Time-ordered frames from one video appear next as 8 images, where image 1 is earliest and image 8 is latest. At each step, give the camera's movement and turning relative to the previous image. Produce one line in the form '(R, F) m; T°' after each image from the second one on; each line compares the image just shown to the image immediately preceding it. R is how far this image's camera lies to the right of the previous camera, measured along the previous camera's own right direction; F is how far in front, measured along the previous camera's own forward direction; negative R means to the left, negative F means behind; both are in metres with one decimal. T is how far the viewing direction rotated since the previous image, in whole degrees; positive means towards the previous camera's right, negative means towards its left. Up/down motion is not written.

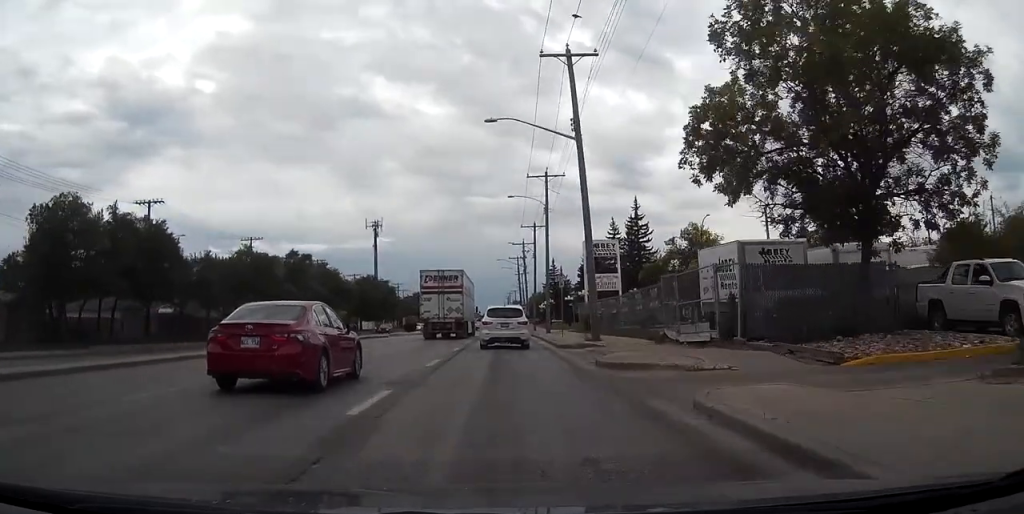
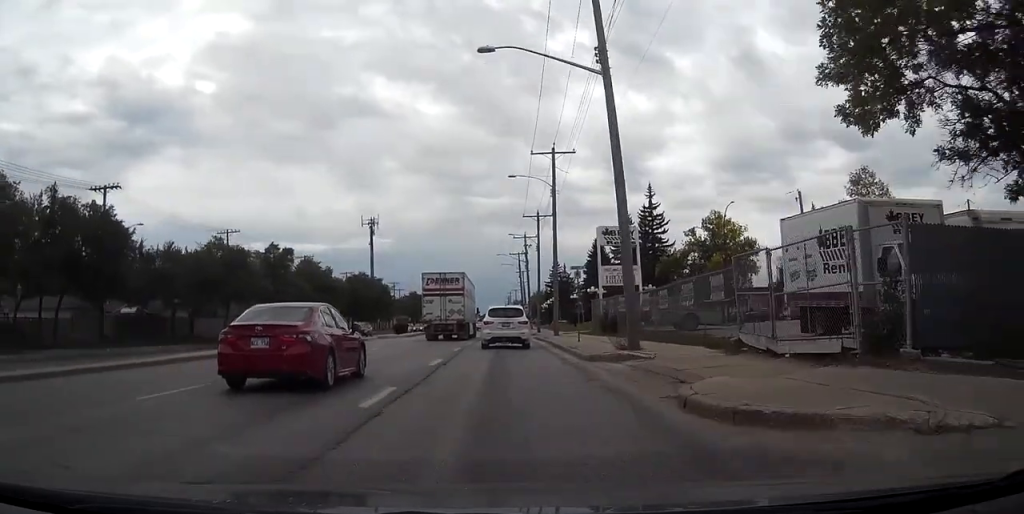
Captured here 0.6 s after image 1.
(0.0, +8.1) m; 0°
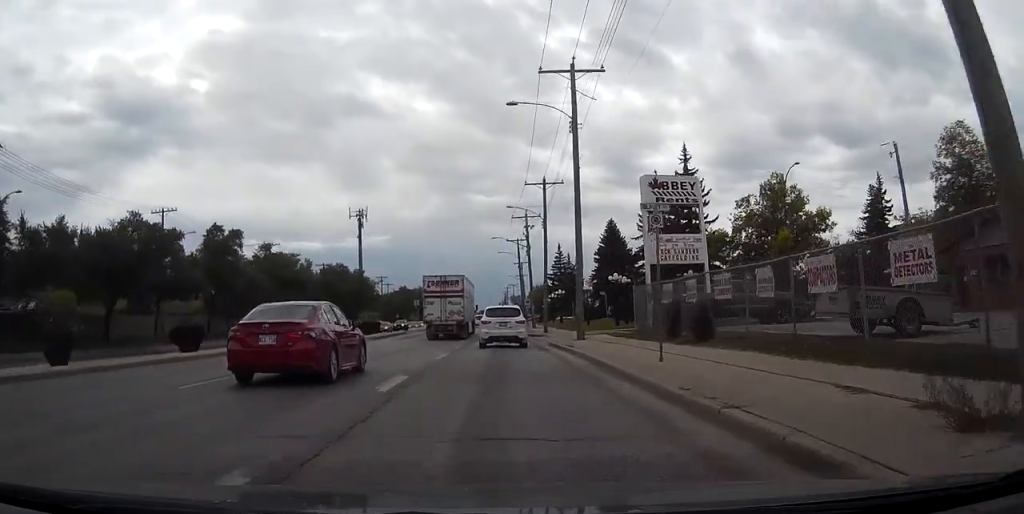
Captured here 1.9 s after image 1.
(-0.1, +16.3) m; 0°
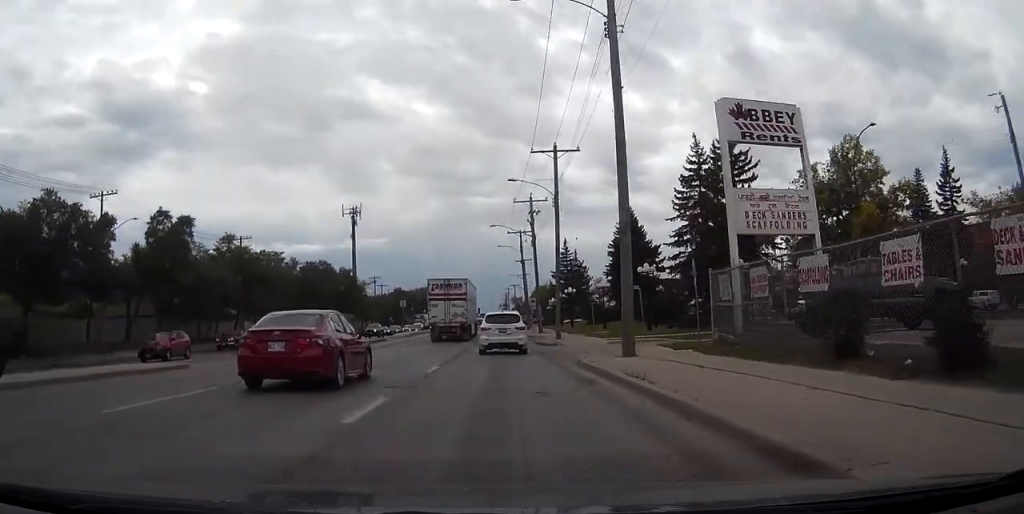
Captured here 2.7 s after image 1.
(0.0, +11.6) m; 0°
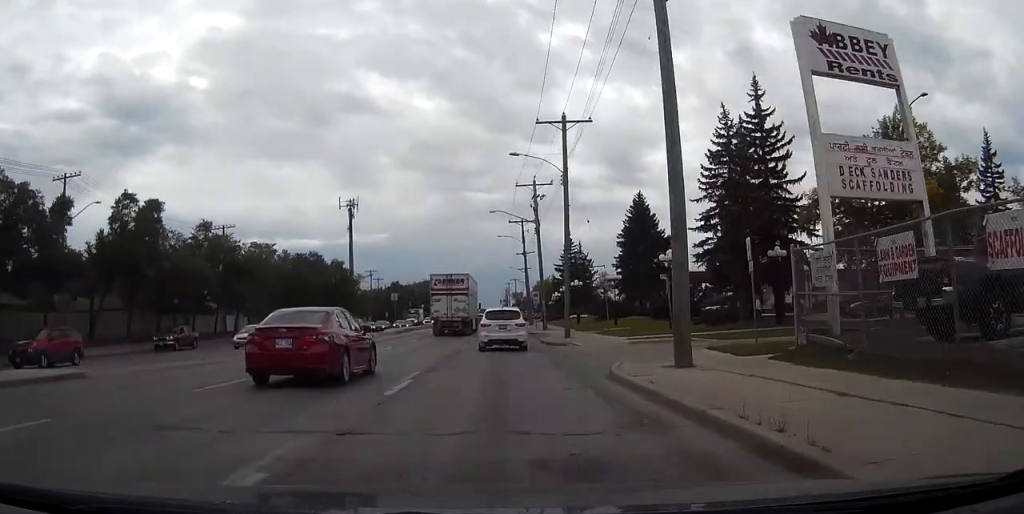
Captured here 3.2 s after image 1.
(0.0, +5.9) m; 0°
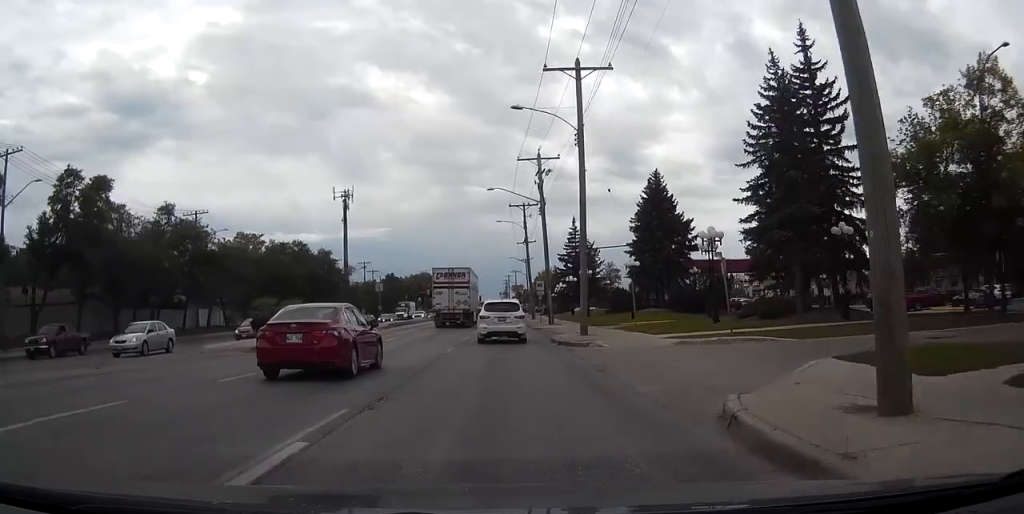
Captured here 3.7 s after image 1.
(0.0, +7.7) m; 0°
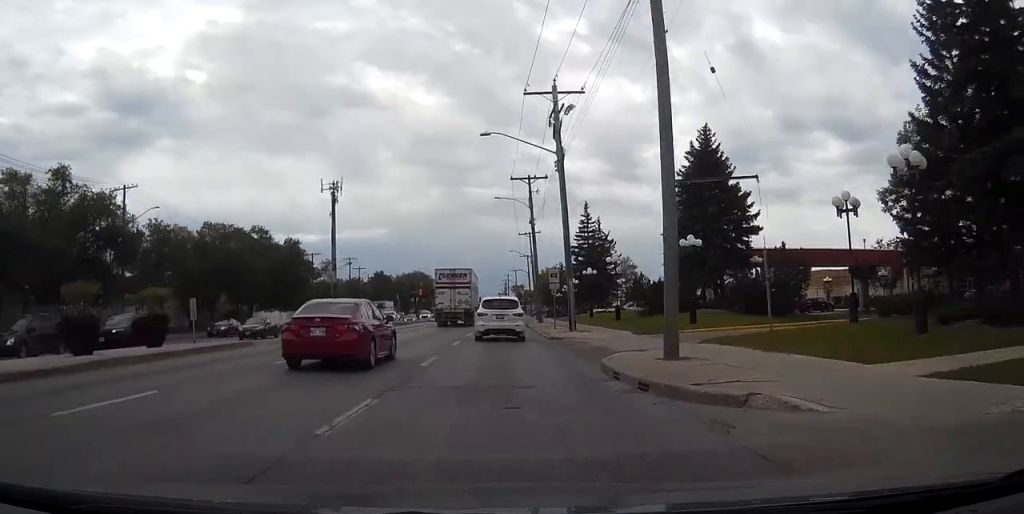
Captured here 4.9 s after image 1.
(-0.1, +15.5) m; 0°
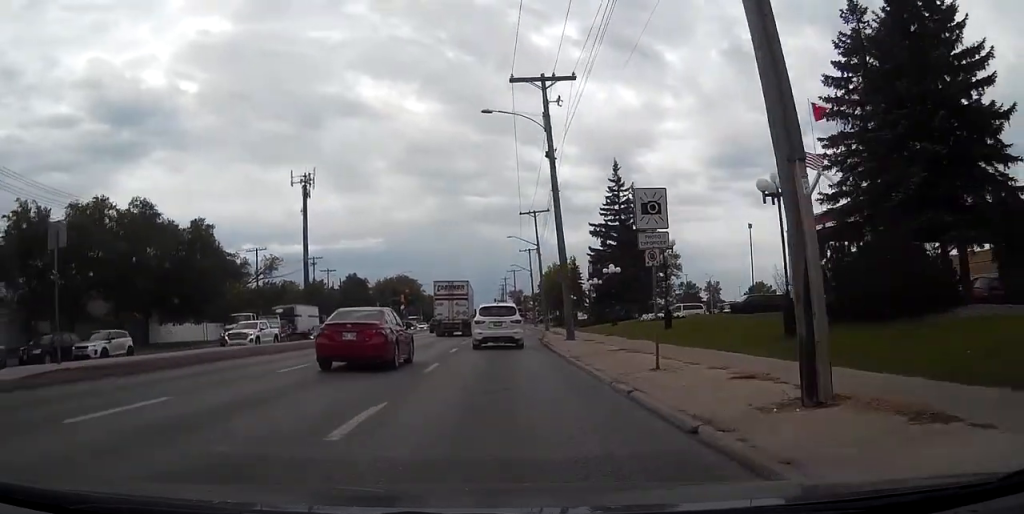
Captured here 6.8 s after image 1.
(+0.3, +26.4) m; +2°
